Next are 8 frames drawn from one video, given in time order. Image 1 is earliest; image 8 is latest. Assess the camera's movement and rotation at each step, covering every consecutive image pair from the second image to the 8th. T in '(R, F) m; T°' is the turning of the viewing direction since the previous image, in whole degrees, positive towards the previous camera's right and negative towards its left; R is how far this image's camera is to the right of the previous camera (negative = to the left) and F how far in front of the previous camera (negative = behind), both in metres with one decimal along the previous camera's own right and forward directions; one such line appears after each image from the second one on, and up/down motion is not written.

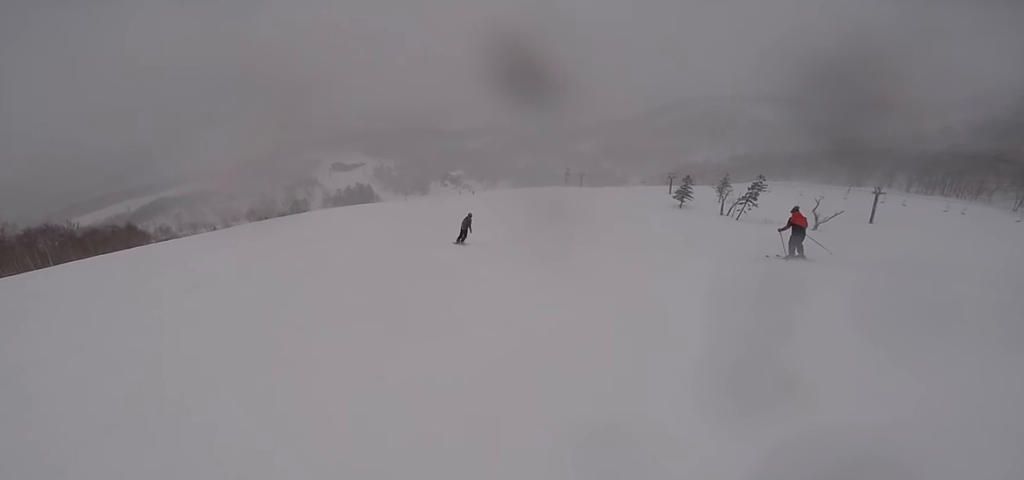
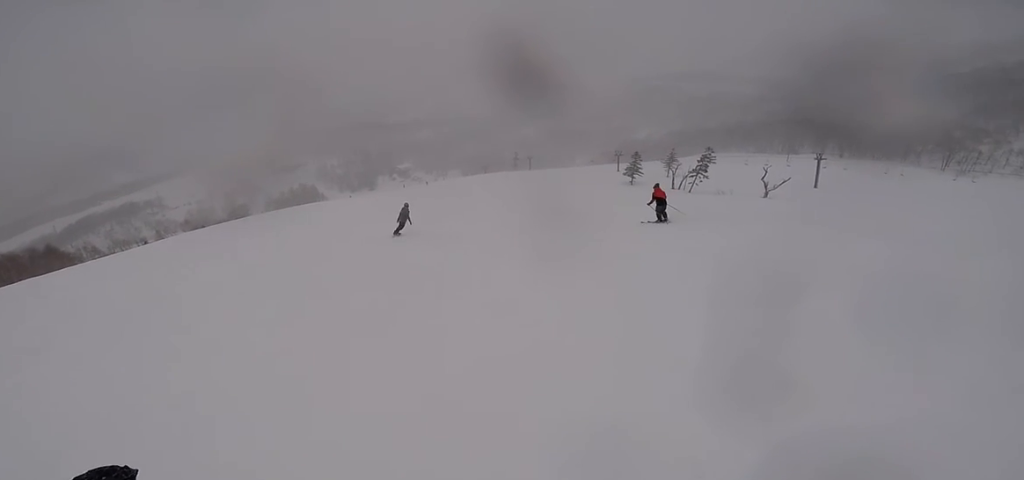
(+0.5, +3.5) m; +2°
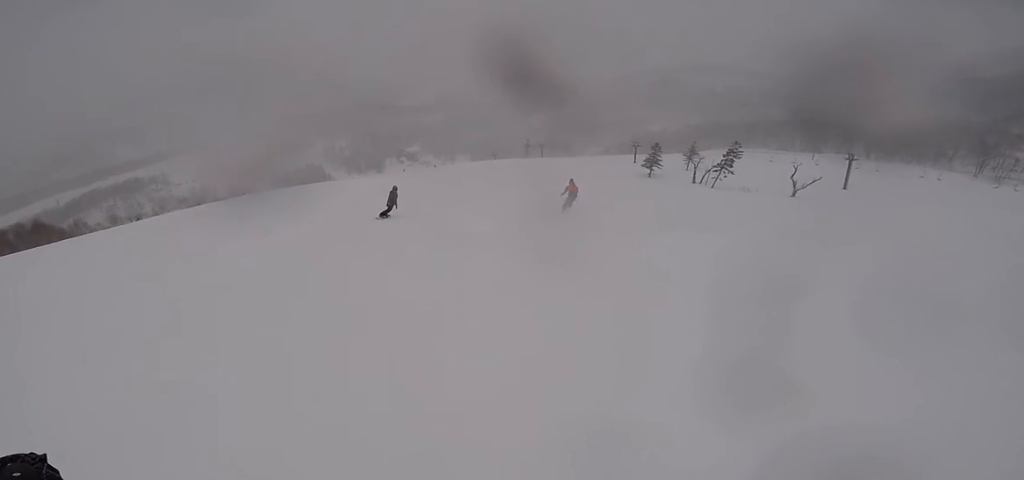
(+1.0, +4.1) m; 0°
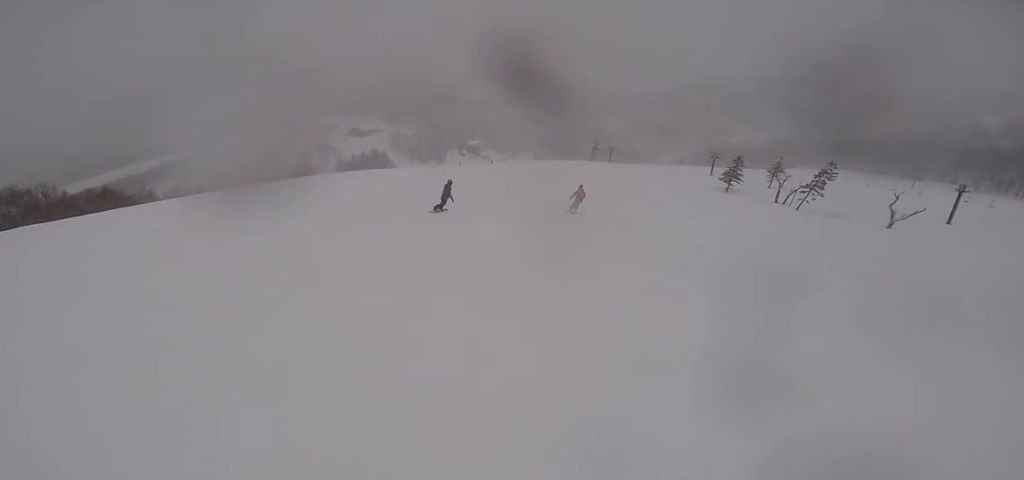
(-0.8, +3.5) m; -6°
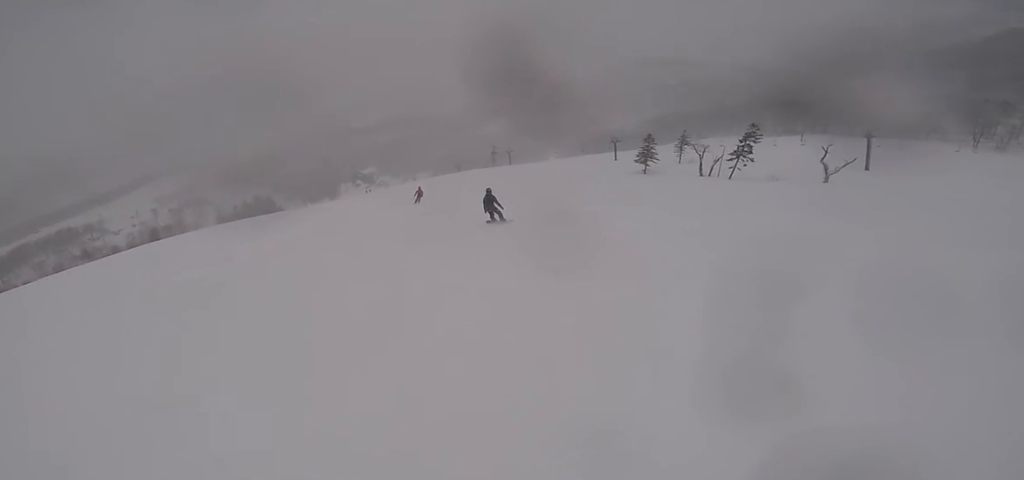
(+0.1, +15.6) m; +5°
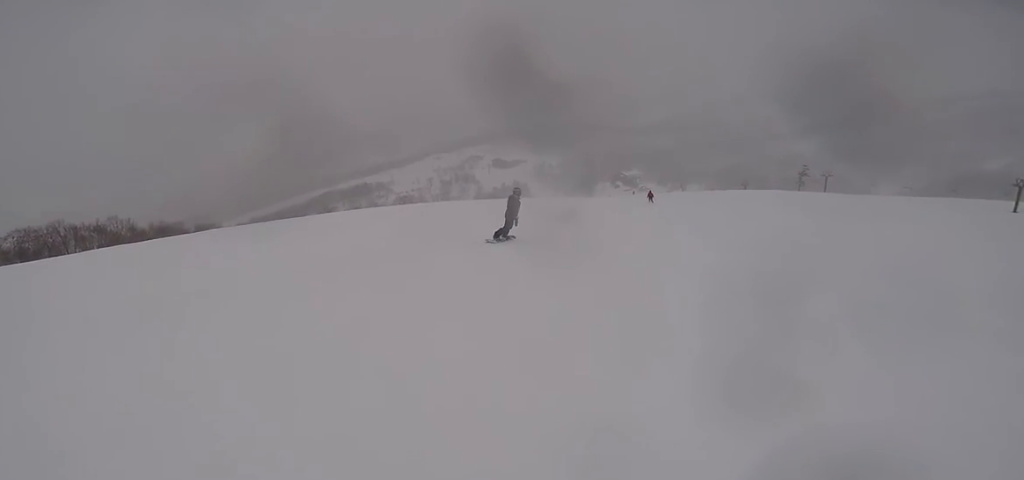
(-3.5, +17.0) m; -22°
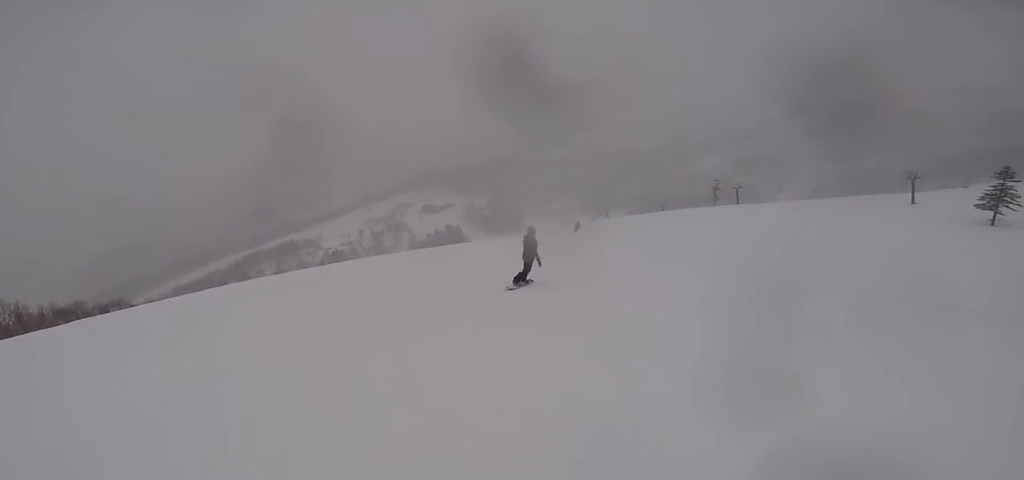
(-1.1, +5.3) m; +11°
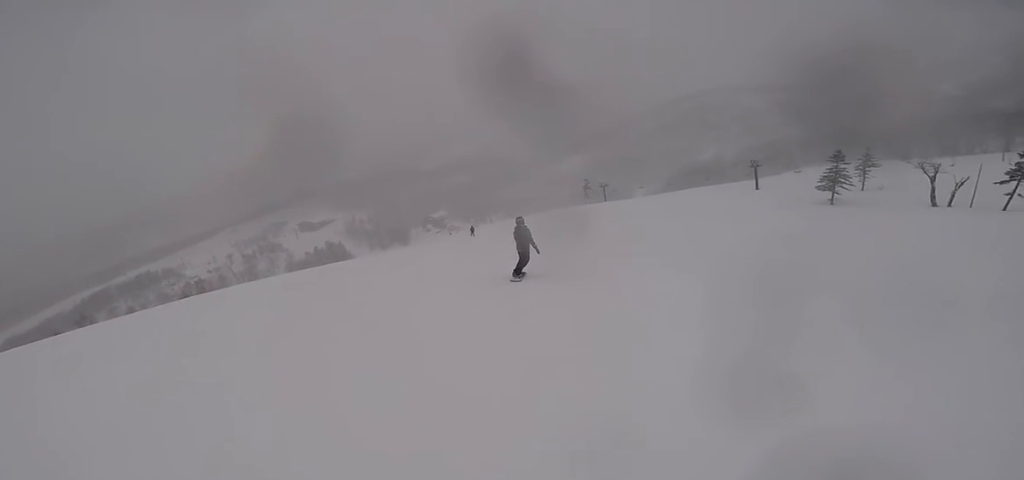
(+1.9, +4.6) m; +11°
